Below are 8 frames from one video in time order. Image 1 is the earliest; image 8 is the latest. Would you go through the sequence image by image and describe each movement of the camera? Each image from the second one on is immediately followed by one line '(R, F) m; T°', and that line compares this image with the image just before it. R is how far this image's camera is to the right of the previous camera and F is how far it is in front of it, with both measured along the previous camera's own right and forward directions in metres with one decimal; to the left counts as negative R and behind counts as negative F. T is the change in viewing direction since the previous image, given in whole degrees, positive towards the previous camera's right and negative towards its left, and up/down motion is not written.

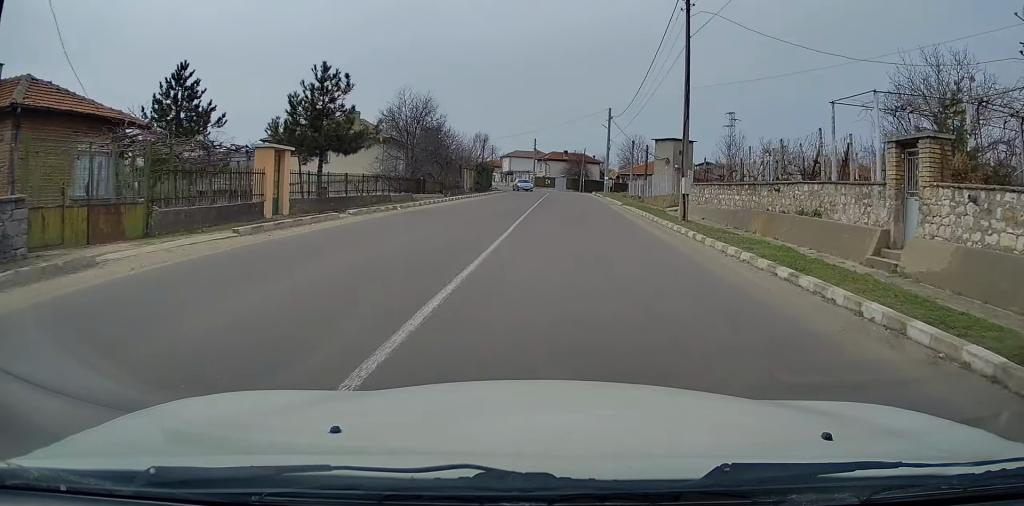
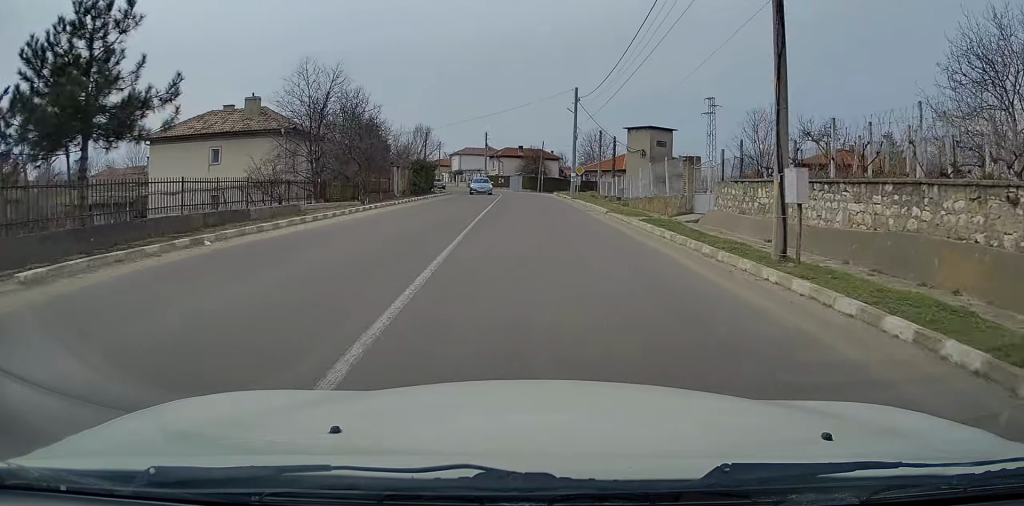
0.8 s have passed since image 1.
(+0.7, +11.4) m; +4°
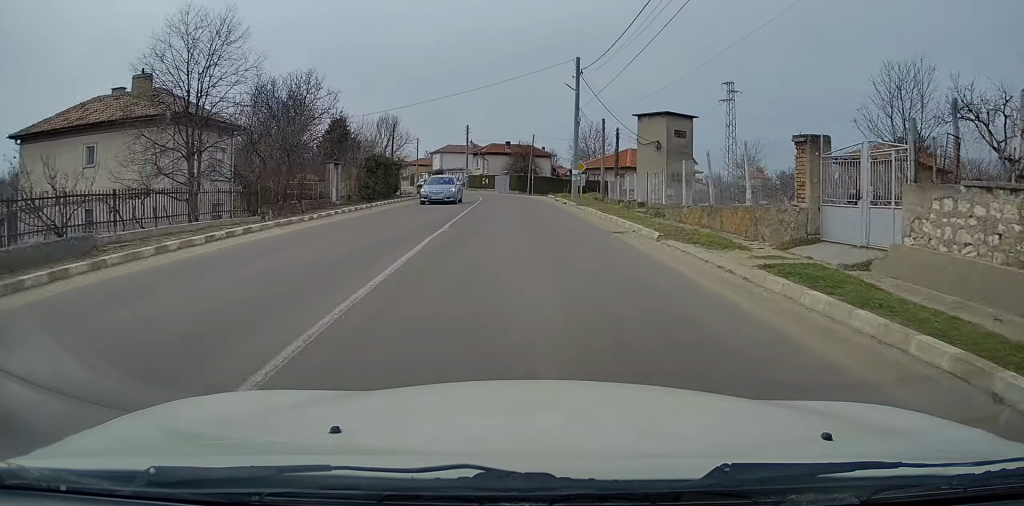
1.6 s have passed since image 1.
(+0.4, +11.6) m; +2°
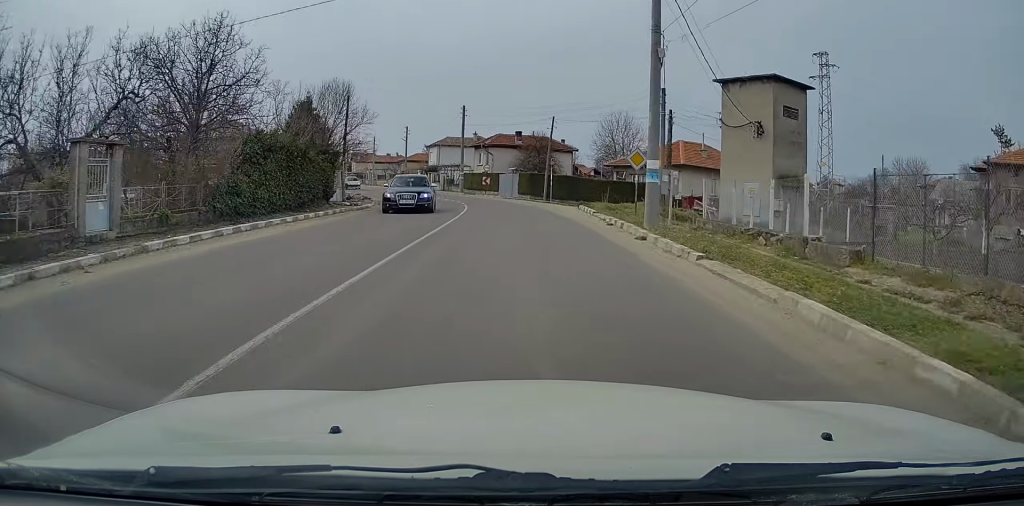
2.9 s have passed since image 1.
(0.0, +19.4) m; 0°
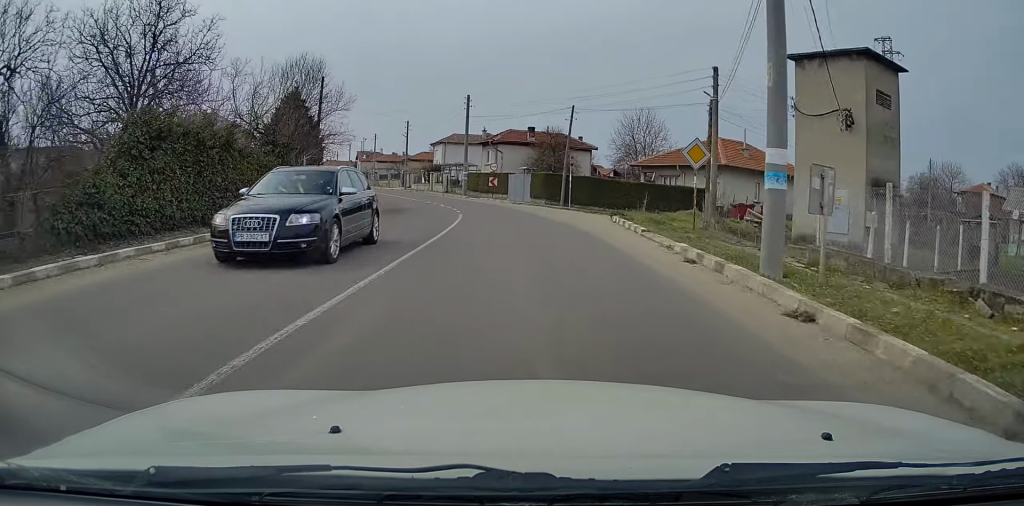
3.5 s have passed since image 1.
(0.0, +7.7) m; -1°
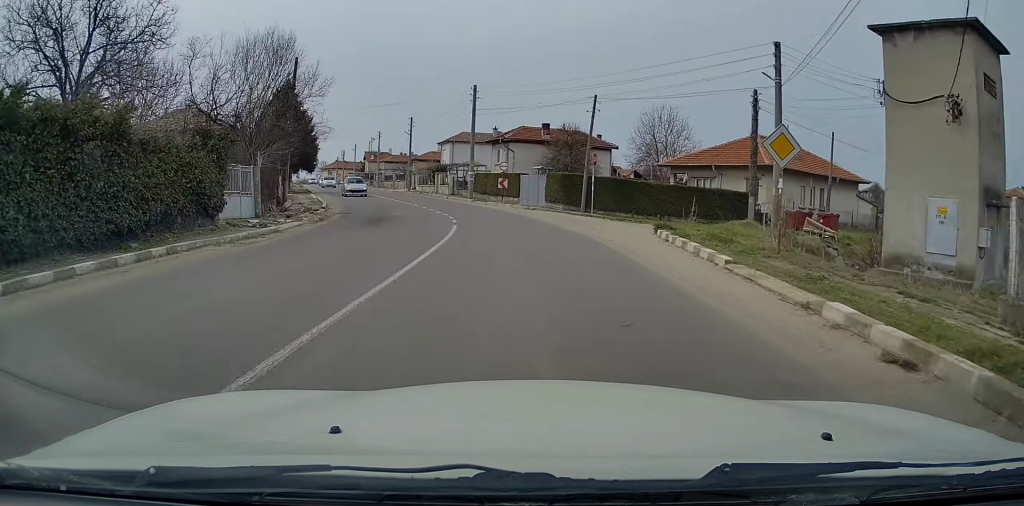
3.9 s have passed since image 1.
(0.0, +5.8) m; -2°
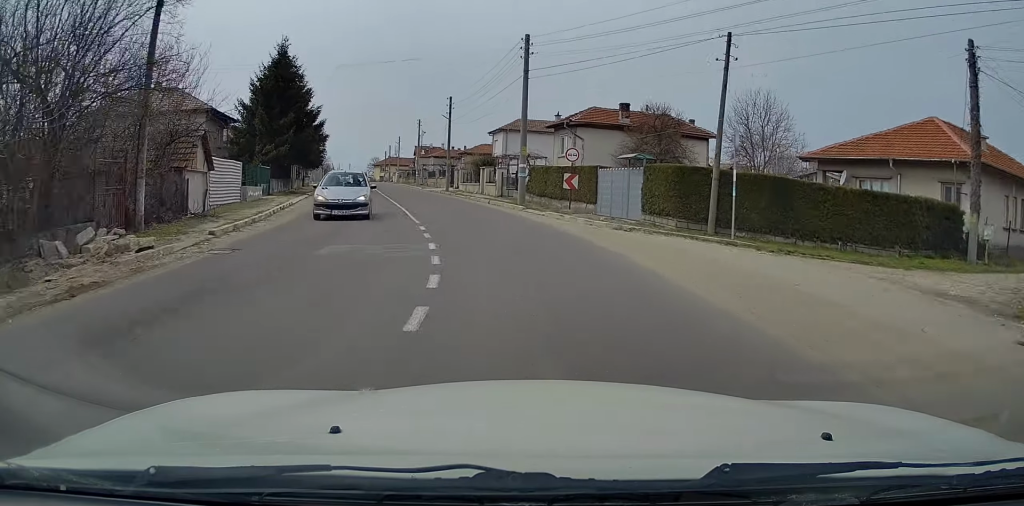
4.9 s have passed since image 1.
(-0.6, +14.4) m; -7°
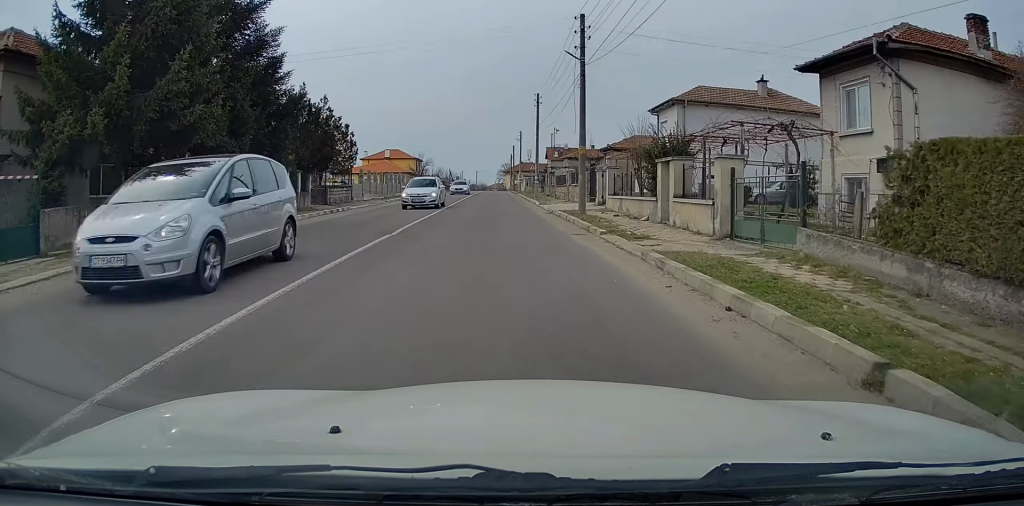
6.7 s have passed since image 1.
(-3.6, +27.4) m; -12°
